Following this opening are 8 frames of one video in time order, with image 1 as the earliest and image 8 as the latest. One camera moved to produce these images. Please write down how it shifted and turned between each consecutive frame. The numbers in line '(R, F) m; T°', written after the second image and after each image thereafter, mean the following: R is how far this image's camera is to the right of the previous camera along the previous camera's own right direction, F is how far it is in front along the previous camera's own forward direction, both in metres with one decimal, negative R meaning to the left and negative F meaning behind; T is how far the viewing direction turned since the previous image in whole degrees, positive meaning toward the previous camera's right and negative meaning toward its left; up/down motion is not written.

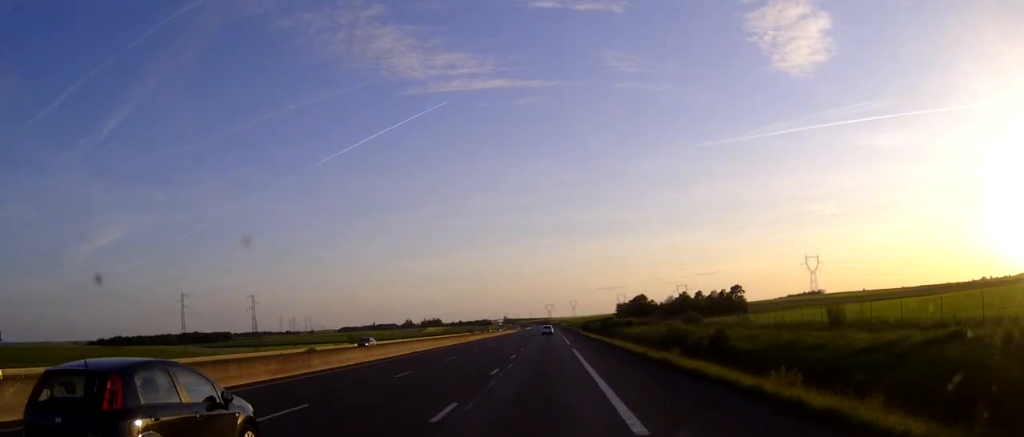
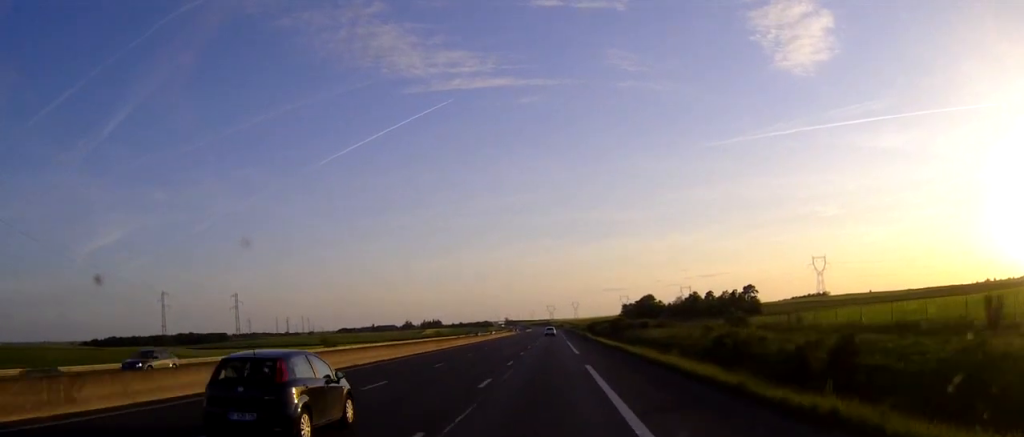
(0.0, +17.8) m; 0°
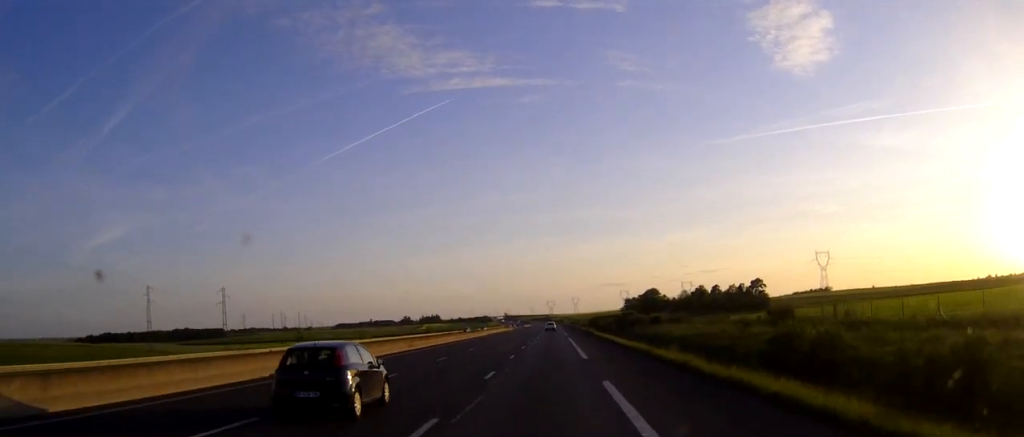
(0.0, +11.6) m; 0°
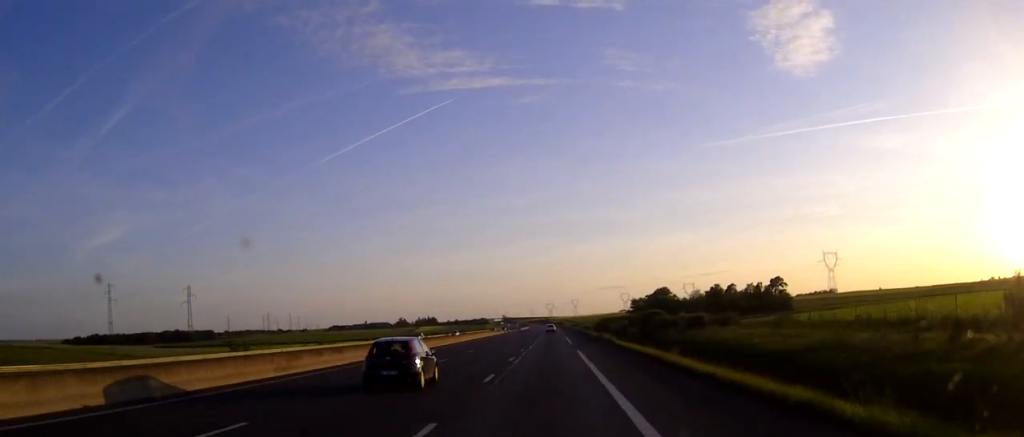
(0.0, +26.7) m; 0°
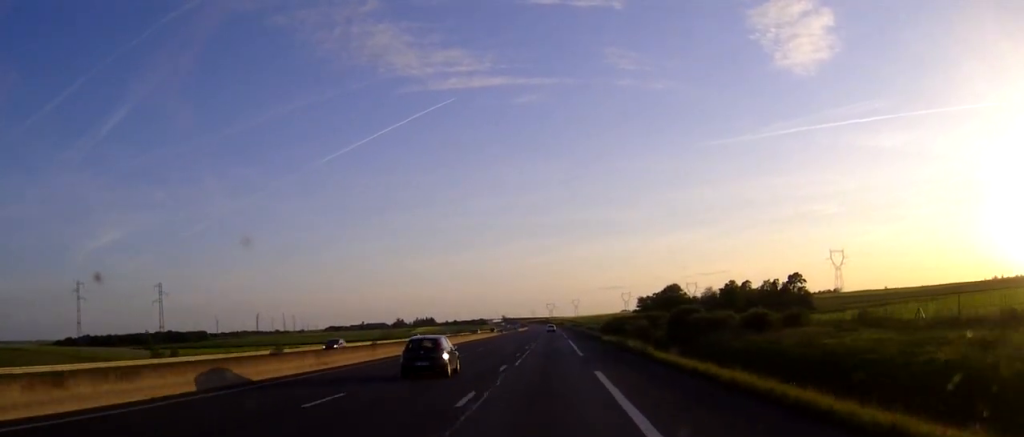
(0.0, +19.6) m; 0°
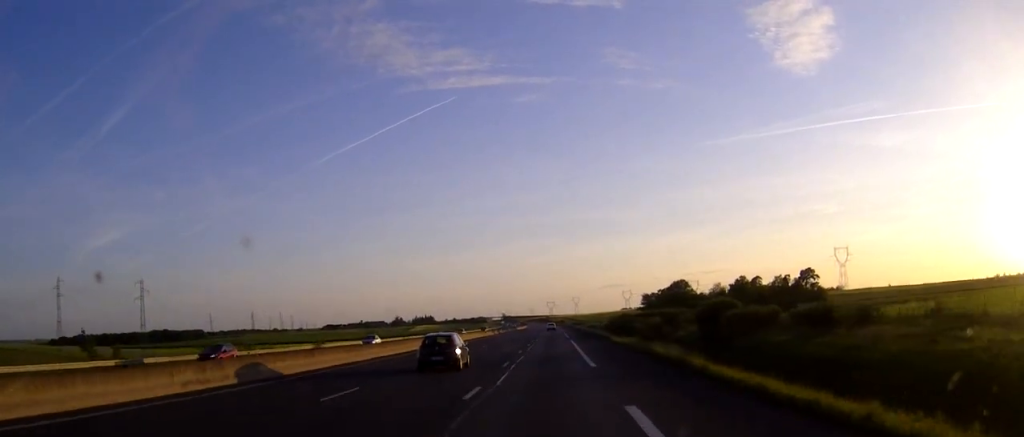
(0.0, +11.6) m; 0°
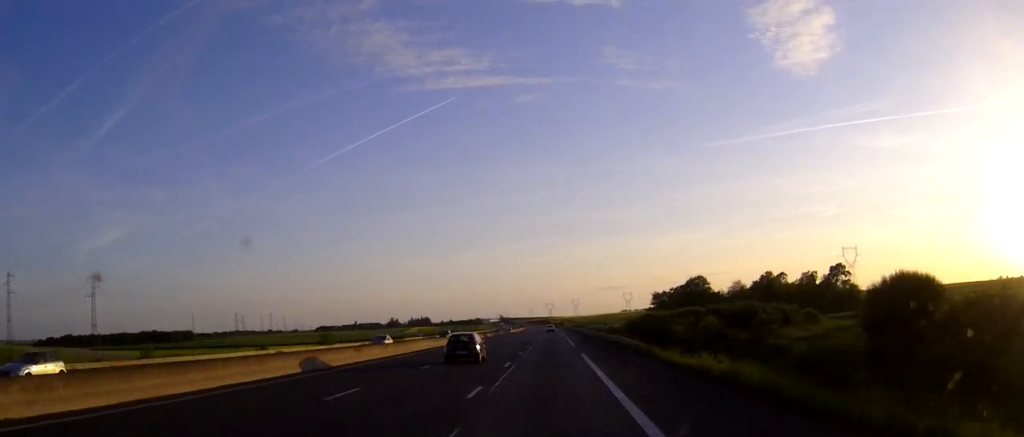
(0.0, +25.9) m; 0°
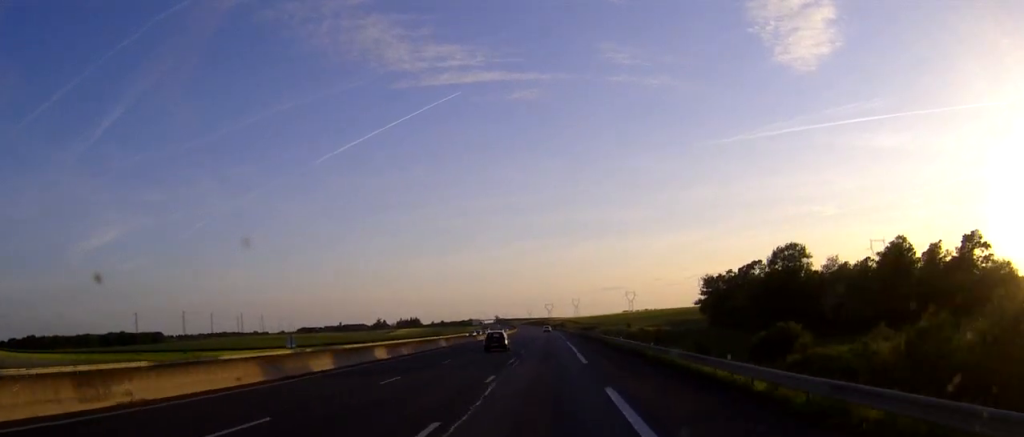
(+0.1, +72.8) m; 0°
